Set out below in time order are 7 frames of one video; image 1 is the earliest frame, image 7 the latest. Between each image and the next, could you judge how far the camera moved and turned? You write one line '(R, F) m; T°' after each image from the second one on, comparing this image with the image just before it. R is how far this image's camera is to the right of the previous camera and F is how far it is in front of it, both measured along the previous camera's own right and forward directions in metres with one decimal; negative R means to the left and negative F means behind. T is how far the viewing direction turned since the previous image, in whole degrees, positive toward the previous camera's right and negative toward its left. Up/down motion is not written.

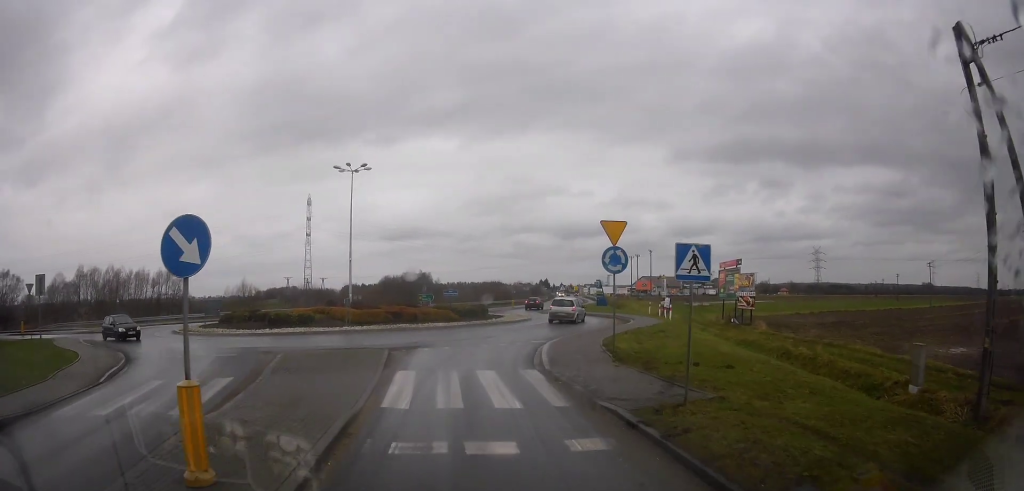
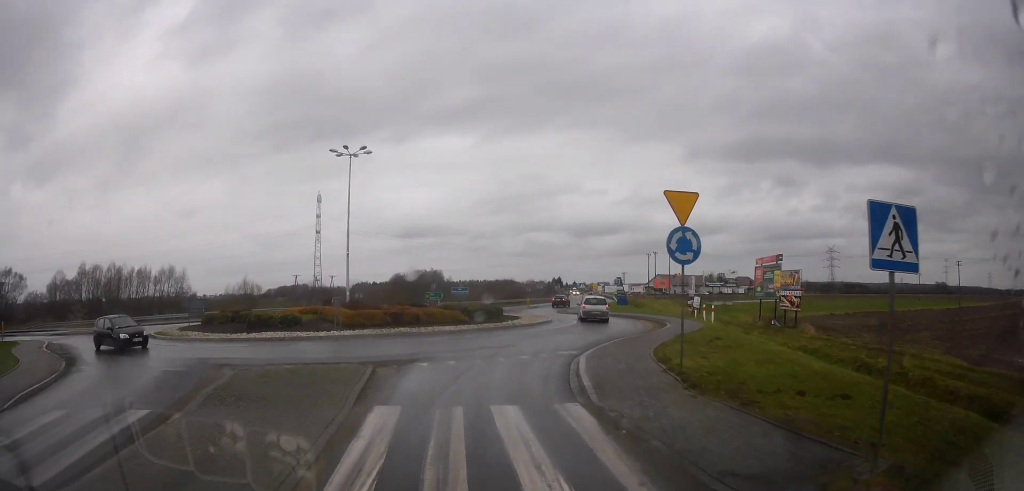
(0.0, +5.2) m; -2°
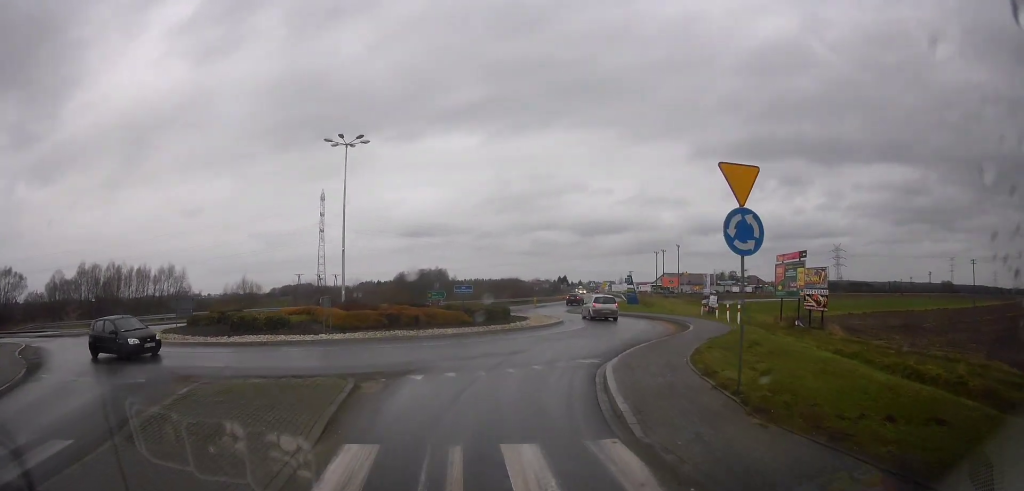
(+0.1, +3.0) m; -4°
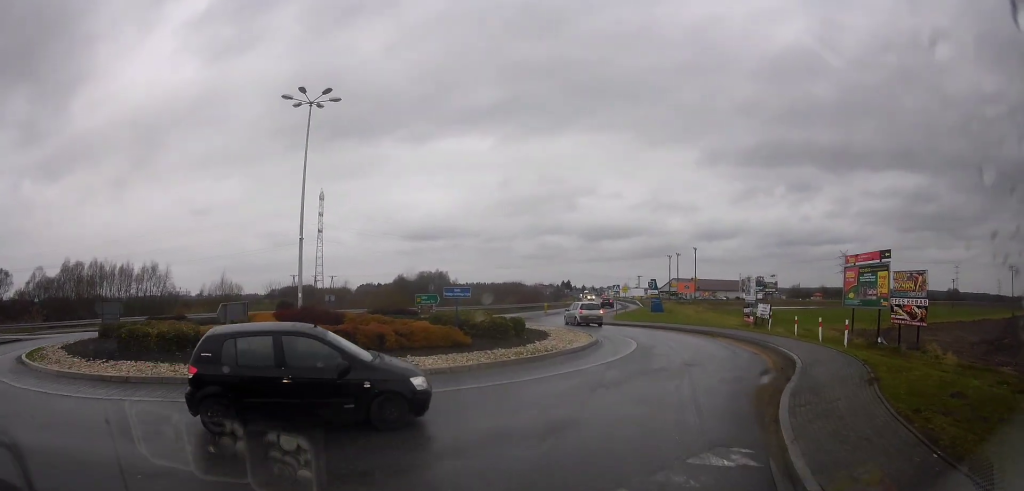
(-1.0, +9.8) m; -2°
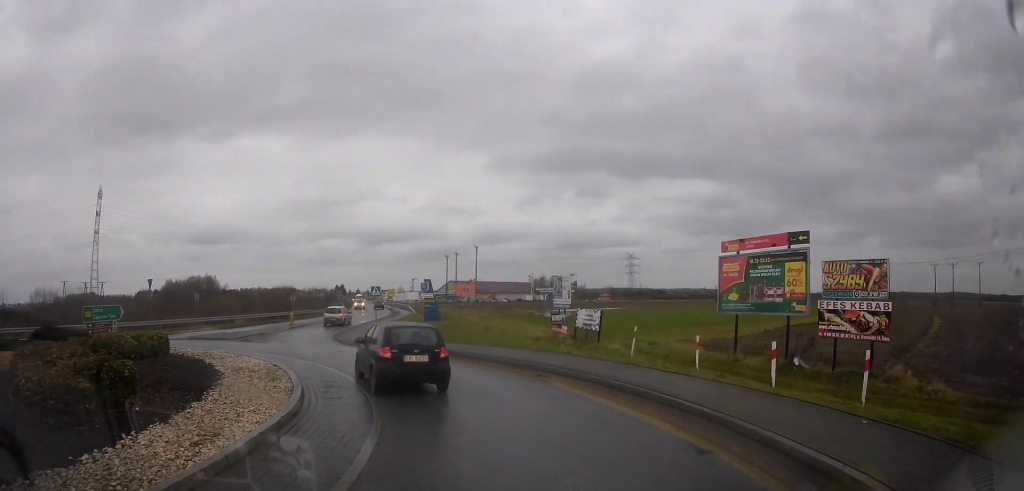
(+1.7, +11.8) m; +19°
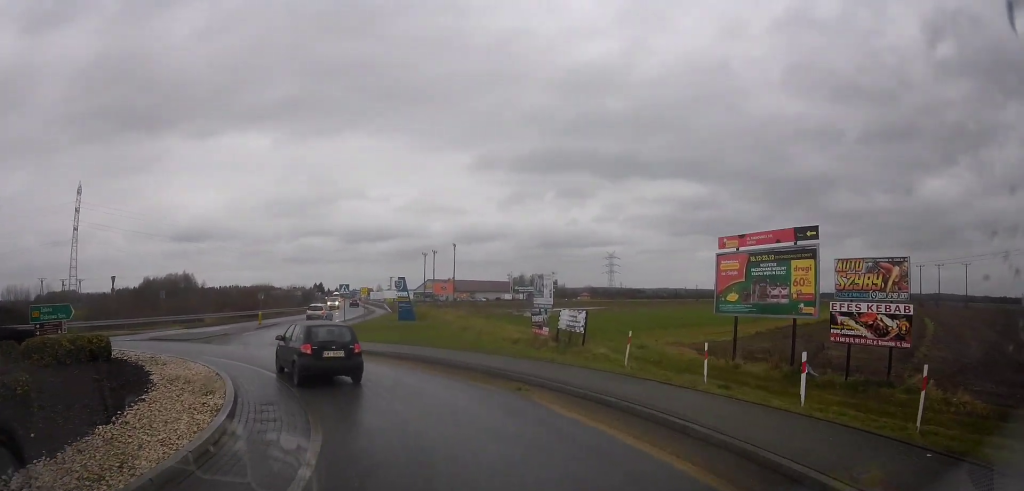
(+0.2, +1.8) m; +5°
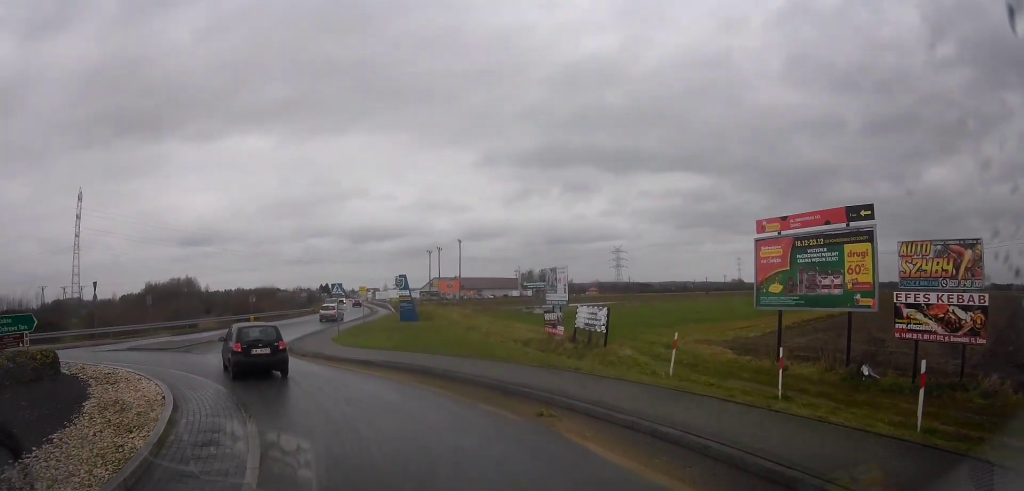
(+0.4, +2.7) m; +6°
